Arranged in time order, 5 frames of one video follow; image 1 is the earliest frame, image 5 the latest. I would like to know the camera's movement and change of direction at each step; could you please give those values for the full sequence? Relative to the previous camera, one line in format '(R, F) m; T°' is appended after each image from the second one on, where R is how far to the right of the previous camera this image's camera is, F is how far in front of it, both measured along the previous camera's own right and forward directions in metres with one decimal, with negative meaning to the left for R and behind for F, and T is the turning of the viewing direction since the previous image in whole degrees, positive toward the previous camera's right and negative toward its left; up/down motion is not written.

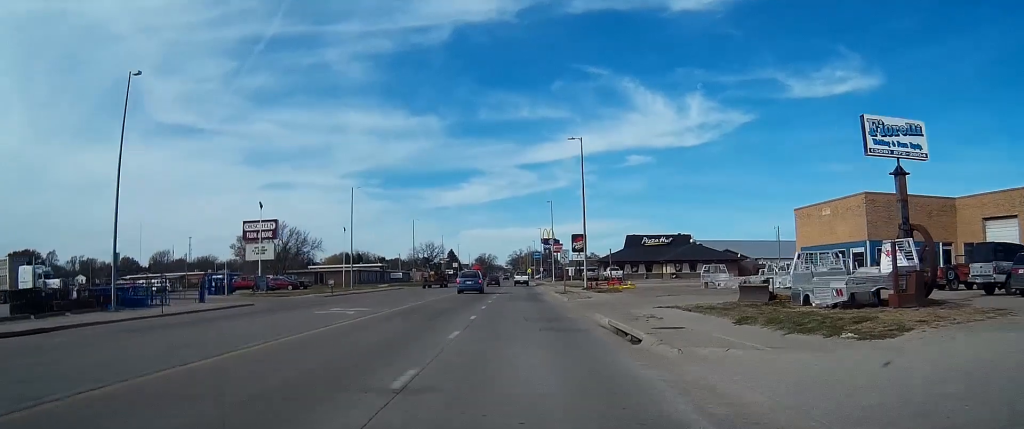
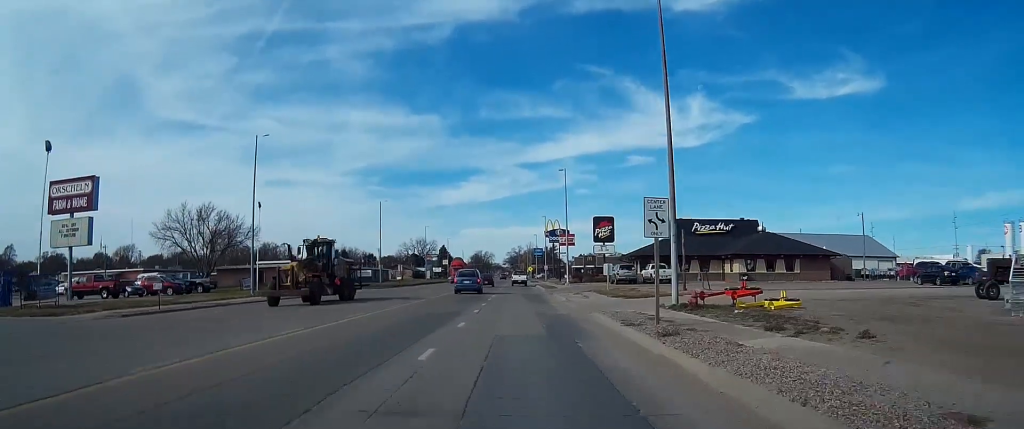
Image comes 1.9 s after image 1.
(-0.2, +34.0) m; -1°
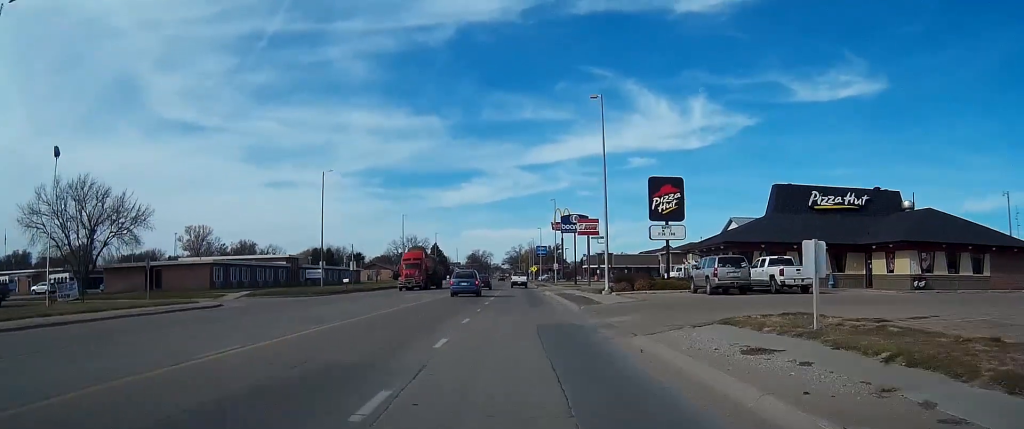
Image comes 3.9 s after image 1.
(+0.2, +33.7) m; 0°
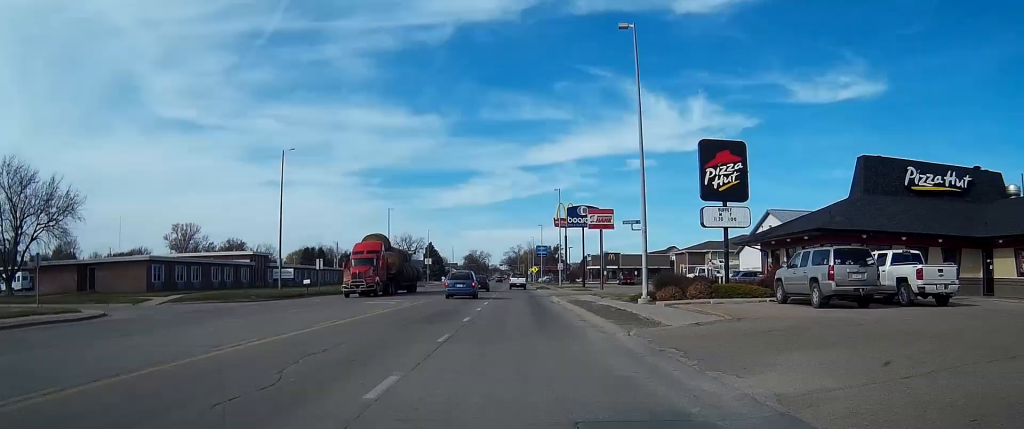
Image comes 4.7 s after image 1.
(-0.1, +13.5) m; 0°
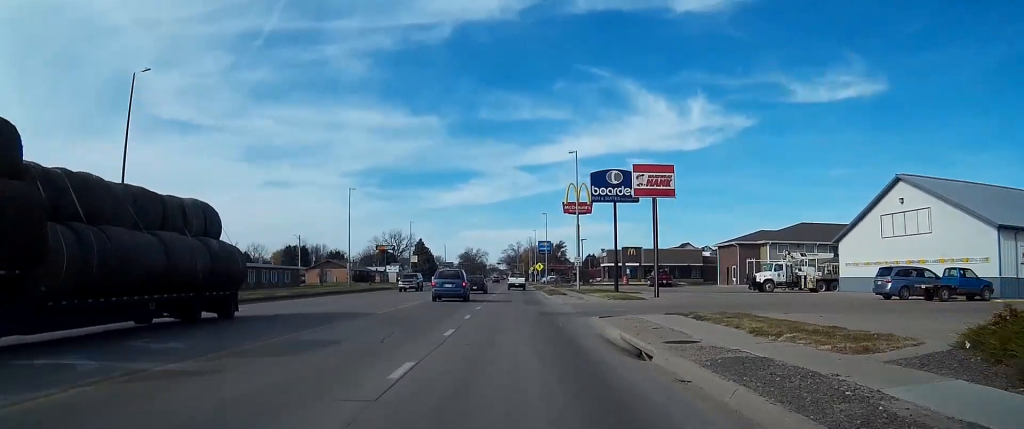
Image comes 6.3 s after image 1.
(-0.1, +27.2) m; 0°
